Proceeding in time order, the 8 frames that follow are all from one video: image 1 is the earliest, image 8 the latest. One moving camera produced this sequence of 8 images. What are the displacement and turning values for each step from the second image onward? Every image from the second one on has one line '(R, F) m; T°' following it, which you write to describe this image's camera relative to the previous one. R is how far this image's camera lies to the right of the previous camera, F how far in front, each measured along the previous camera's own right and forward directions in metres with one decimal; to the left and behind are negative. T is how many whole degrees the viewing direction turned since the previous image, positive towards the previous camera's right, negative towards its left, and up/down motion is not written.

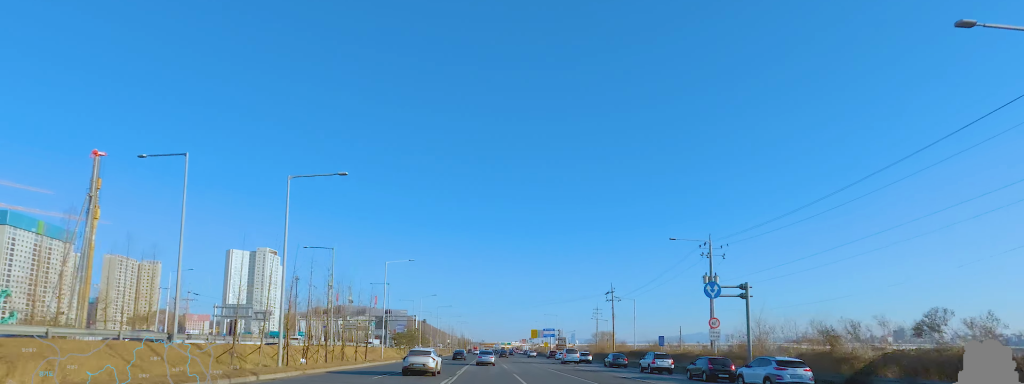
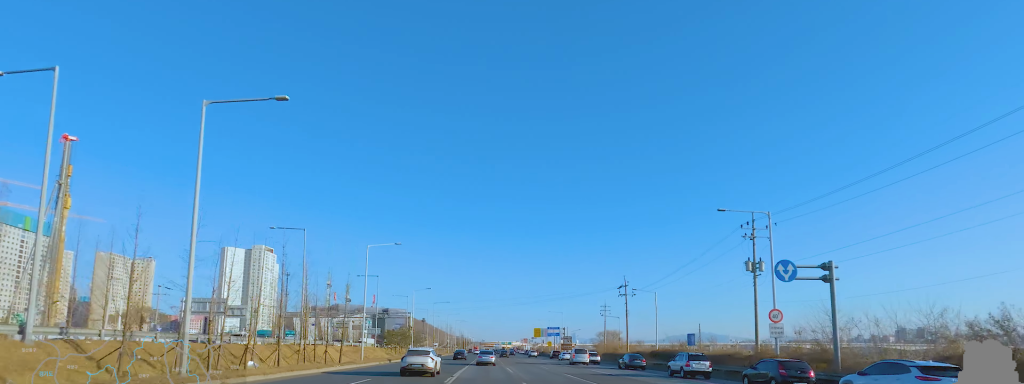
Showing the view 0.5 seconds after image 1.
(-0.1, +9.2) m; -1°
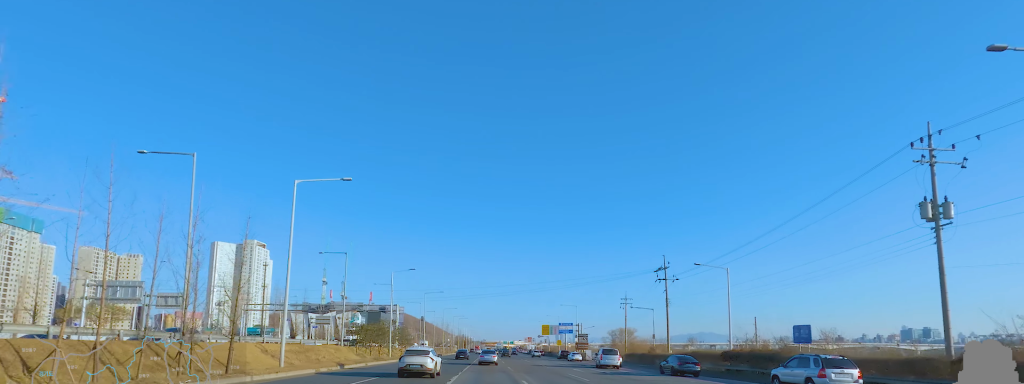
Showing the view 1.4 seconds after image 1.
(+0.3, +18.9) m; -3°
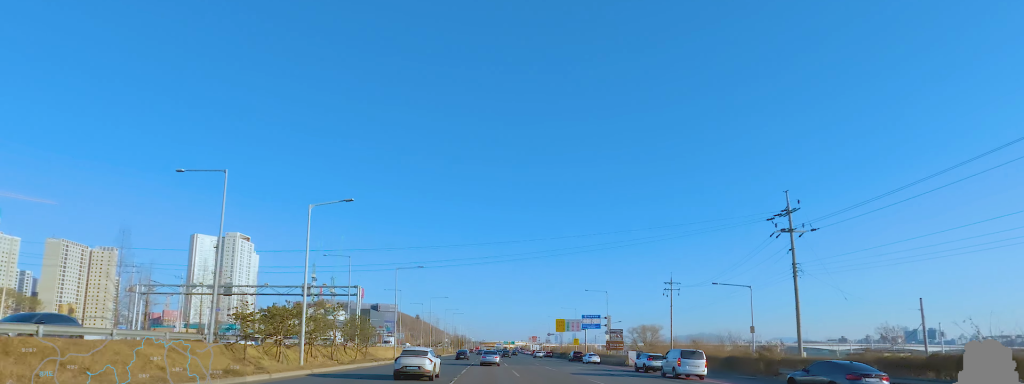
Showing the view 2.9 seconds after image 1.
(-0.5, +28.2) m; +1°
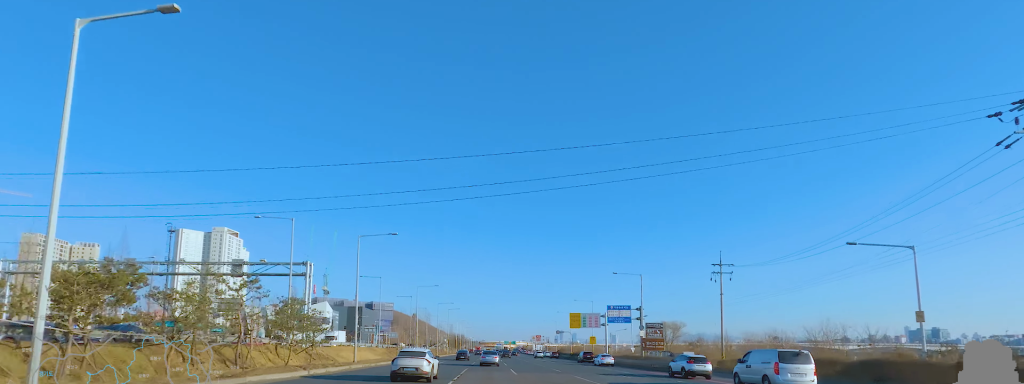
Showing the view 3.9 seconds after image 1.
(0.0, +18.4) m; 0°
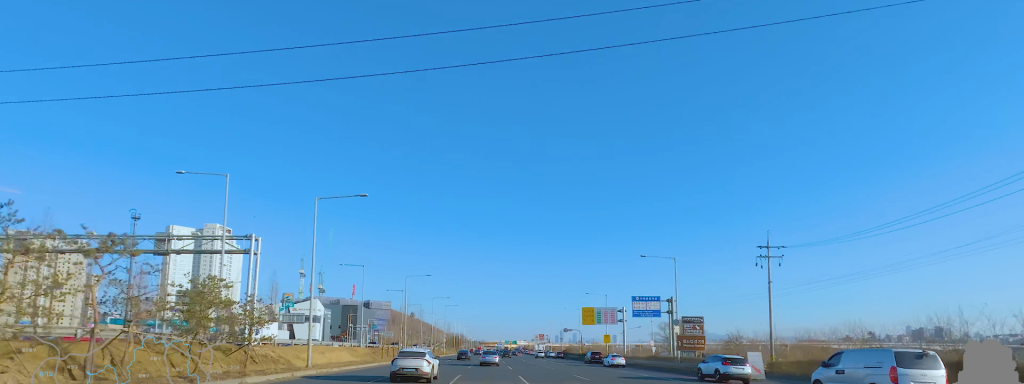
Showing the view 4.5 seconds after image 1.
(-0.3, +11.4) m; -1°
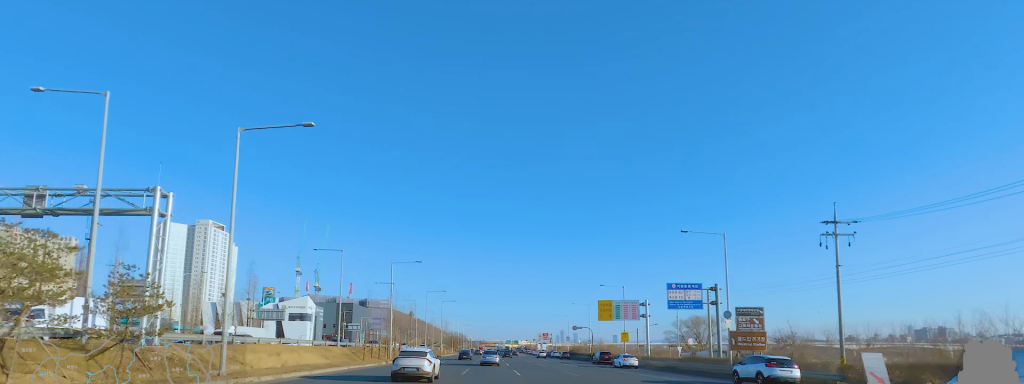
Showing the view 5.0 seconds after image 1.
(+0.3, +10.8) m; 0°
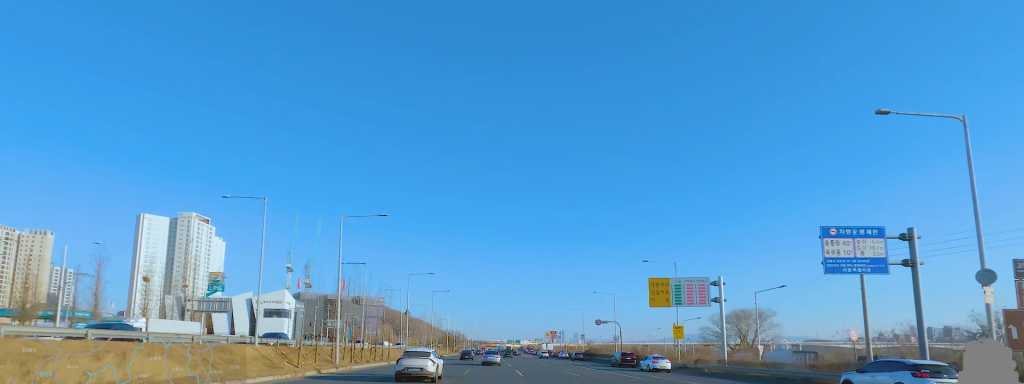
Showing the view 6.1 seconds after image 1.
(-0.3, +20.7) m; +2°
